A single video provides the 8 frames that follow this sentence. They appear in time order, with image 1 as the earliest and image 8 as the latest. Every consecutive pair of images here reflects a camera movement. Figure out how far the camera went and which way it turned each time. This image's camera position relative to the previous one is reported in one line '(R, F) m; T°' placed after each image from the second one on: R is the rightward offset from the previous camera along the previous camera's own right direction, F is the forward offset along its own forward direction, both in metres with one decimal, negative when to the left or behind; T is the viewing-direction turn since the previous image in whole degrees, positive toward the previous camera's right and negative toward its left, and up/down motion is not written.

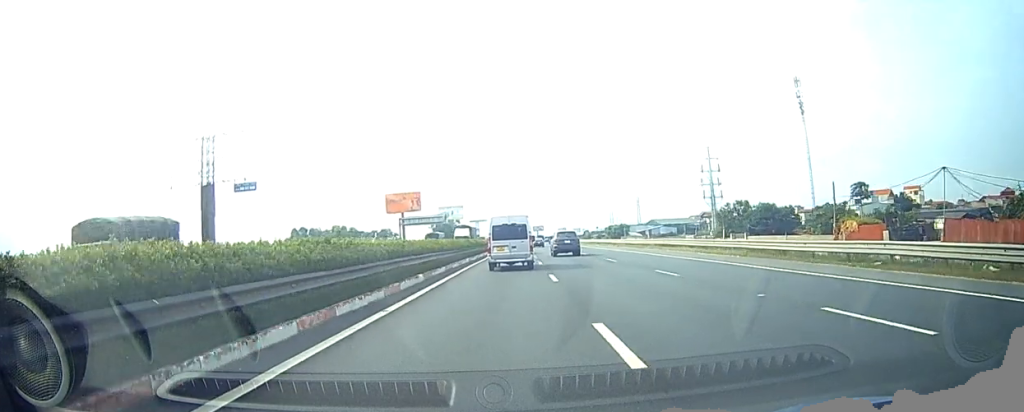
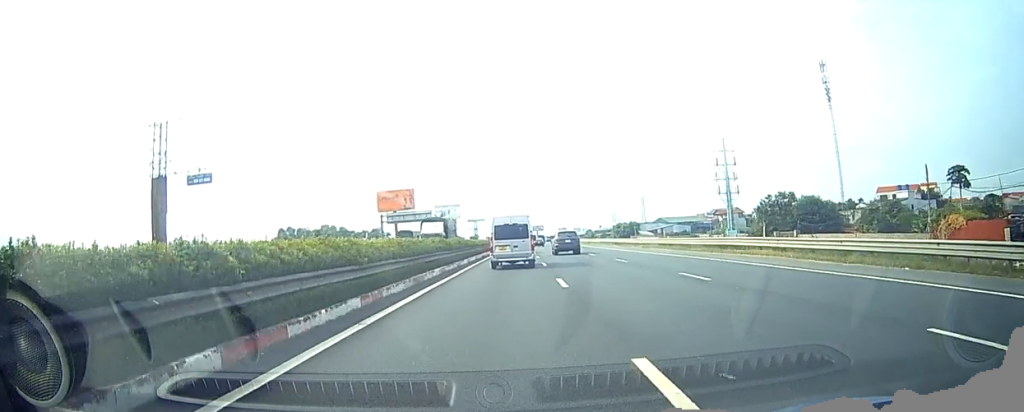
(+0.1, +14.5) m; 0°
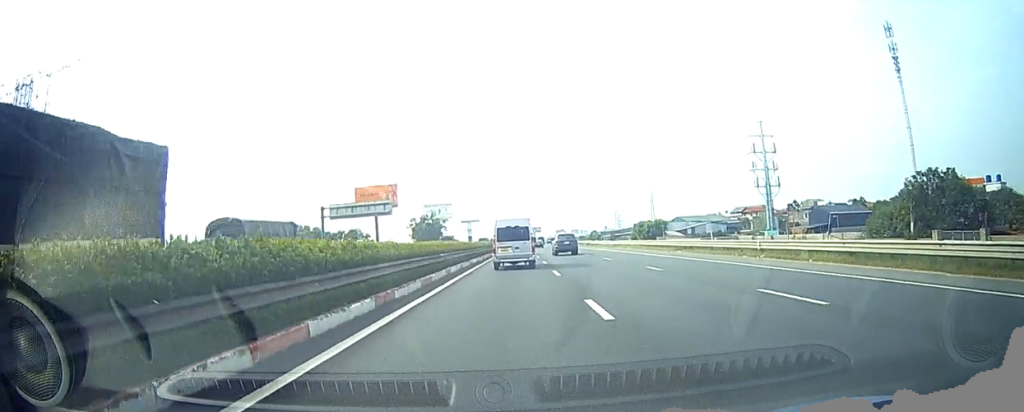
(-0.5, +30.2) m; -3°
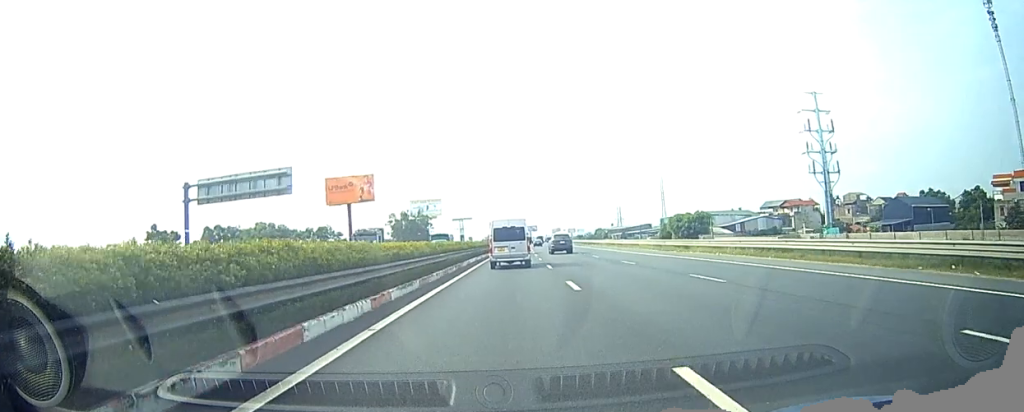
(-0.6, +29.5) m; +1°
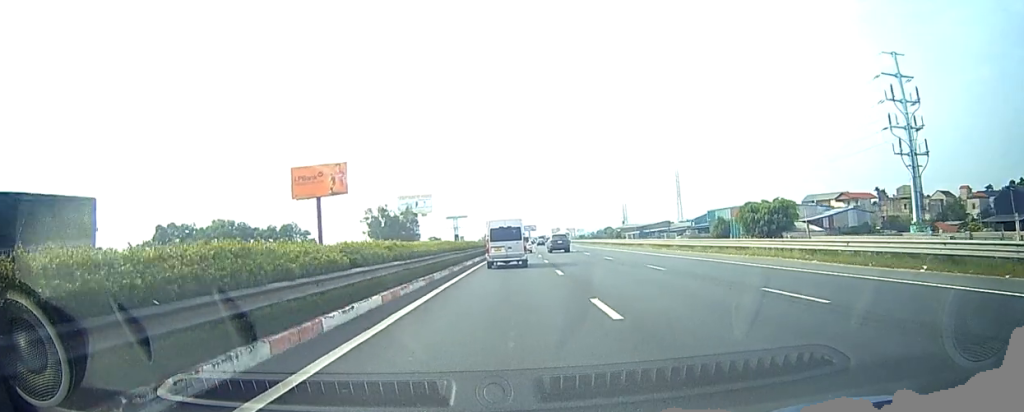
(+1.0, +28.2) m; +3°
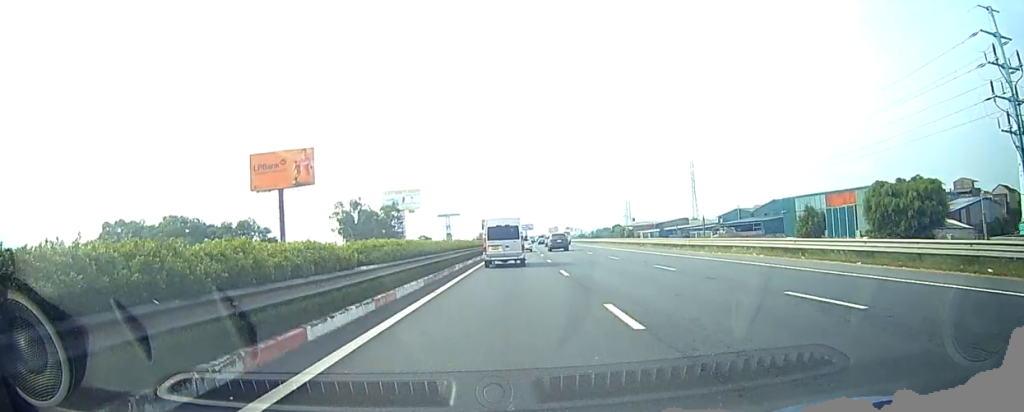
(+0.1, +25.1) m; 0°
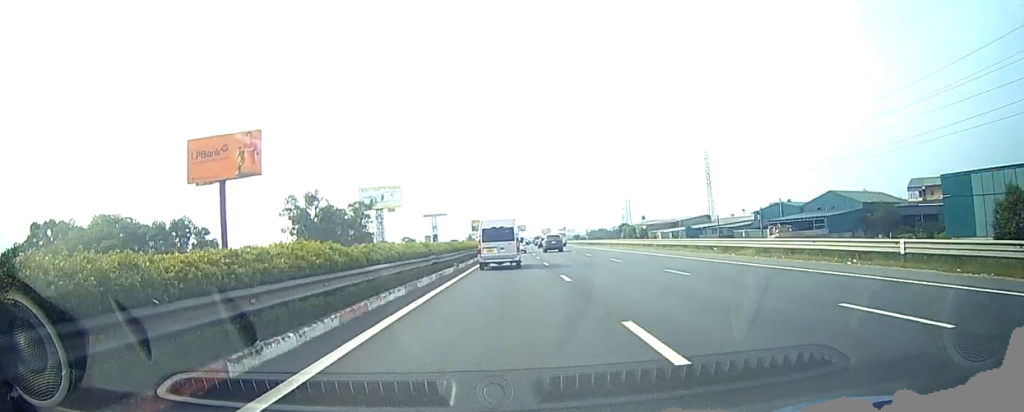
(0.0, +25.3) m; 0°
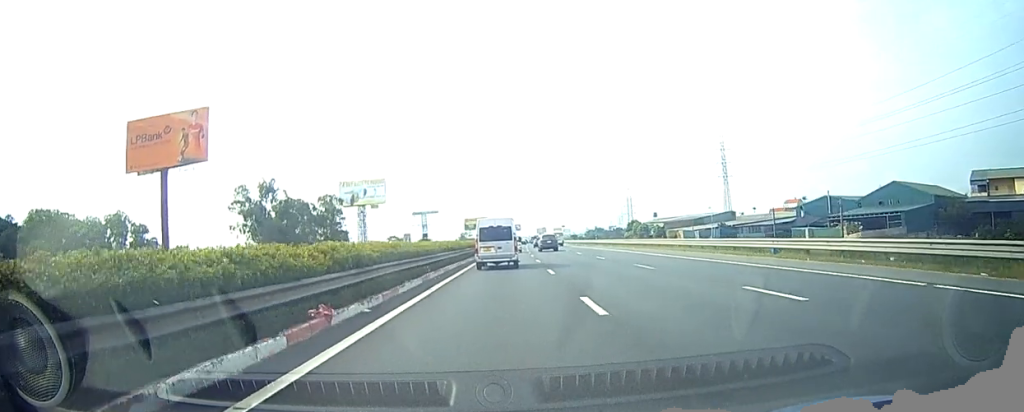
(0.0, +19.2) m; 0°
